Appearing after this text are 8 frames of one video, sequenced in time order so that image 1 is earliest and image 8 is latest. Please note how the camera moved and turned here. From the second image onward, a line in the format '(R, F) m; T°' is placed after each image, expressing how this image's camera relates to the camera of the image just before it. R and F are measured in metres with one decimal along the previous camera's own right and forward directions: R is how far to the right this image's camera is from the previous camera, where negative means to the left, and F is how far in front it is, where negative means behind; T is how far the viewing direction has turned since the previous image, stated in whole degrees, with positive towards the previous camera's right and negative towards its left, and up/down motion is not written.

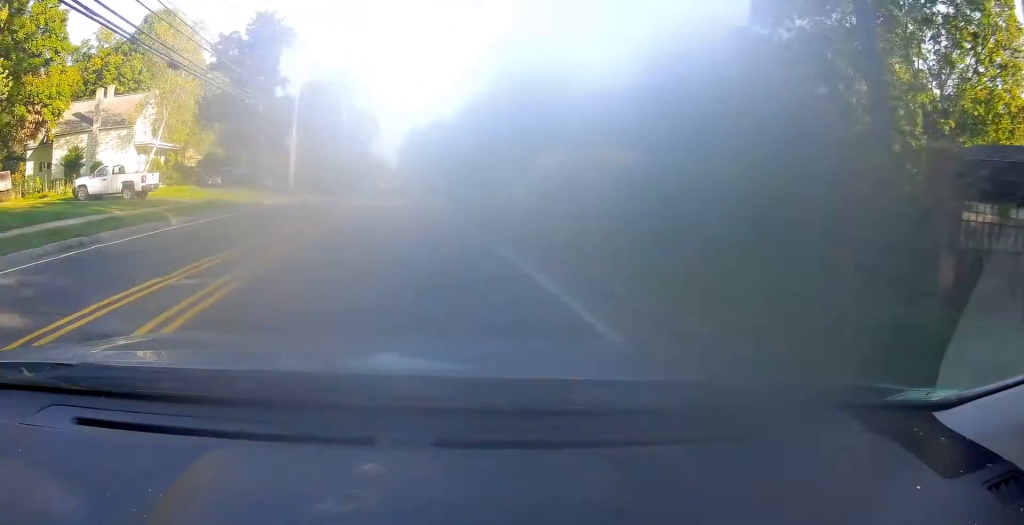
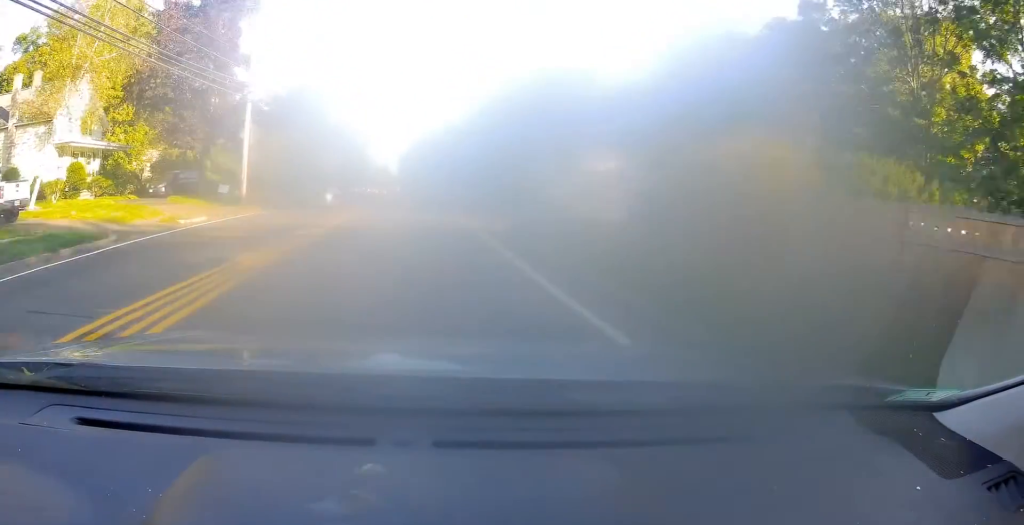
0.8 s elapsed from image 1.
(+0.3, +11.5) m; 0°
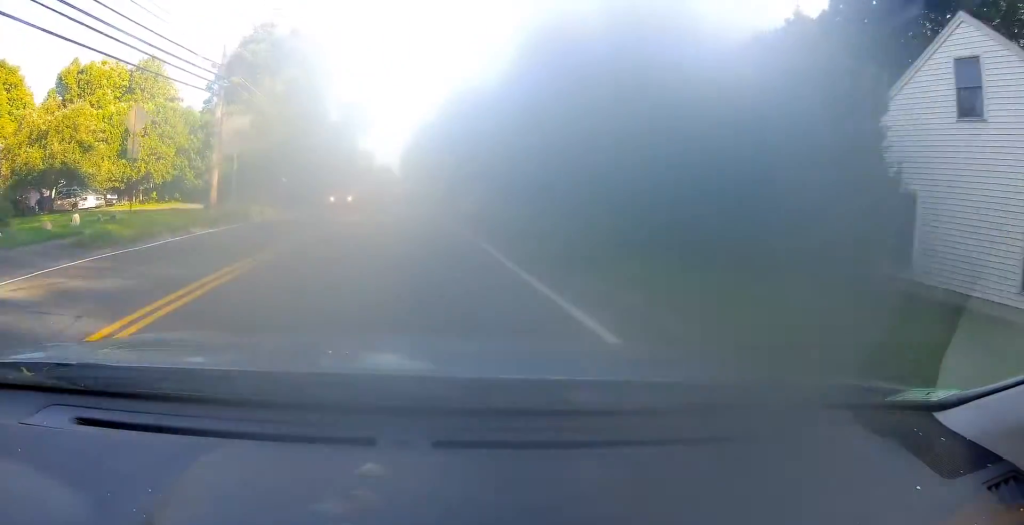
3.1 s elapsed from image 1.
(-1.3, +33.8) m; -2°
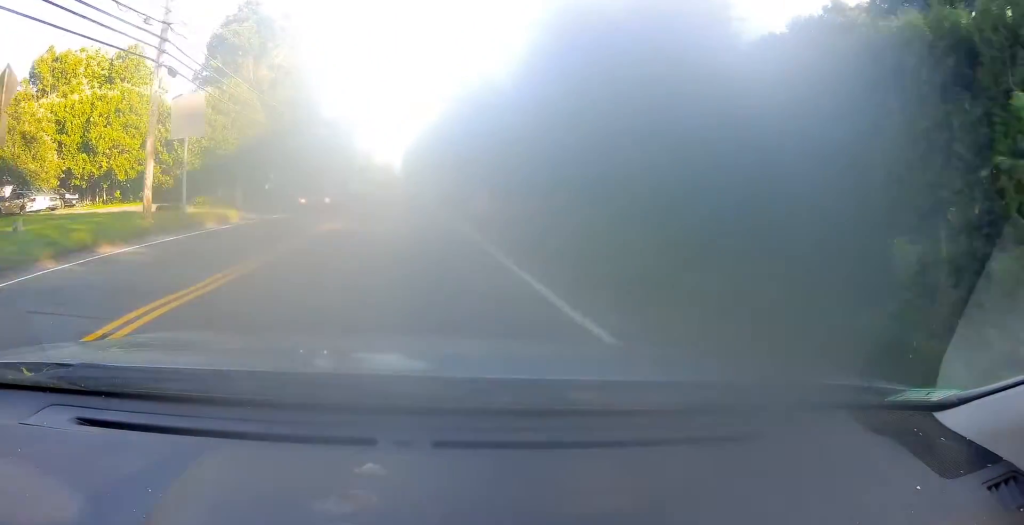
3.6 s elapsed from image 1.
(+0.2, +6.7) m; 0°
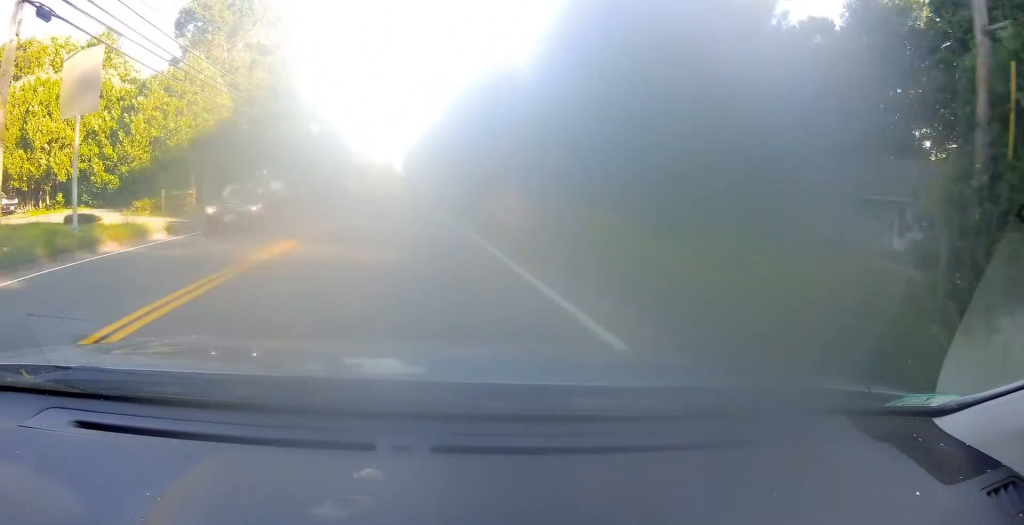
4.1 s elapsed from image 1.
(+0.1, +7.8) m; 0°
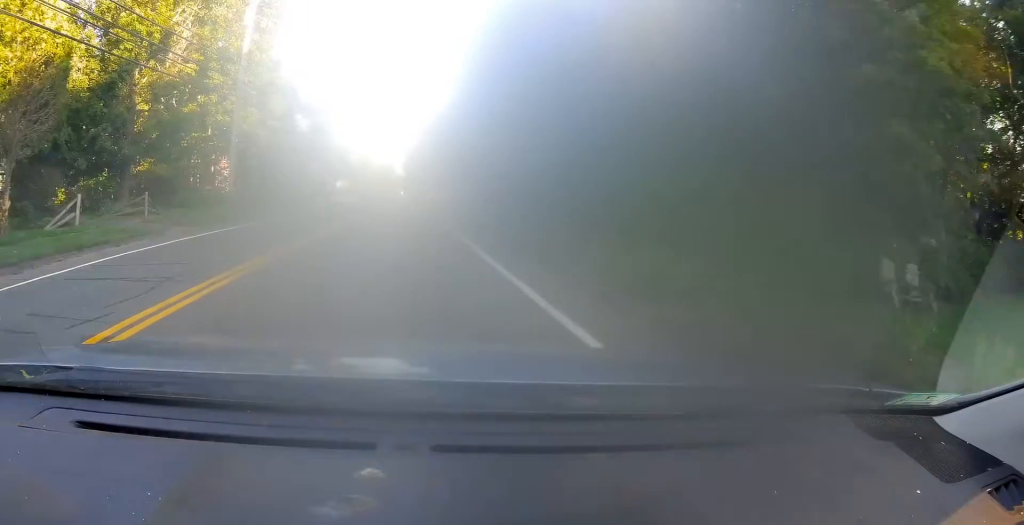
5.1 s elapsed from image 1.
(-0.2, +17.0) m; 0°
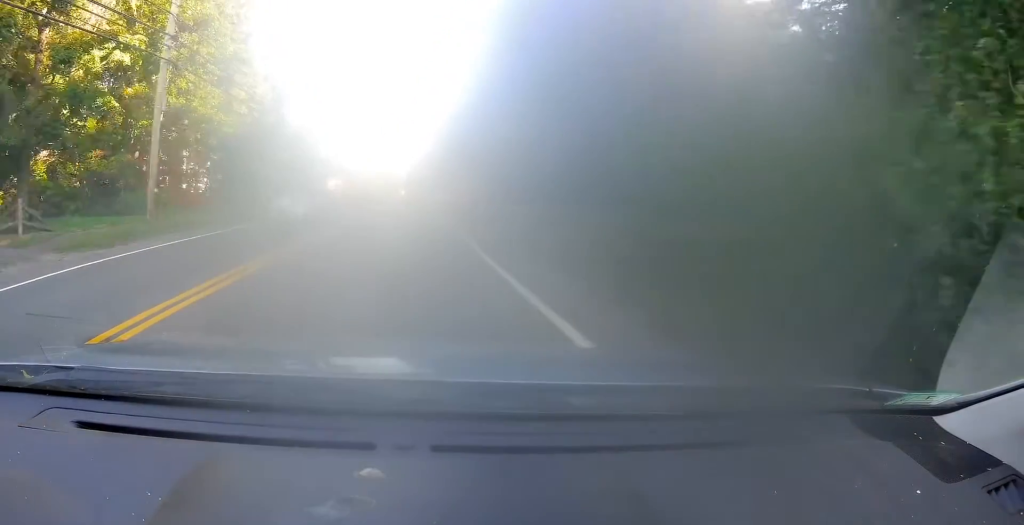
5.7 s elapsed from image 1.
(+0.2, +8.7) m; 0°
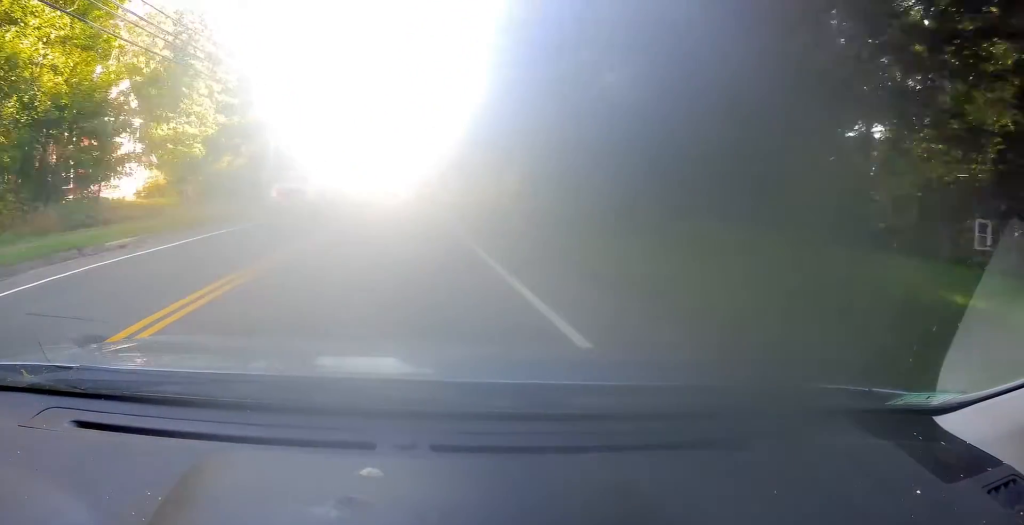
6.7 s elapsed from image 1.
(-0.1, +17.1) m; 0°
